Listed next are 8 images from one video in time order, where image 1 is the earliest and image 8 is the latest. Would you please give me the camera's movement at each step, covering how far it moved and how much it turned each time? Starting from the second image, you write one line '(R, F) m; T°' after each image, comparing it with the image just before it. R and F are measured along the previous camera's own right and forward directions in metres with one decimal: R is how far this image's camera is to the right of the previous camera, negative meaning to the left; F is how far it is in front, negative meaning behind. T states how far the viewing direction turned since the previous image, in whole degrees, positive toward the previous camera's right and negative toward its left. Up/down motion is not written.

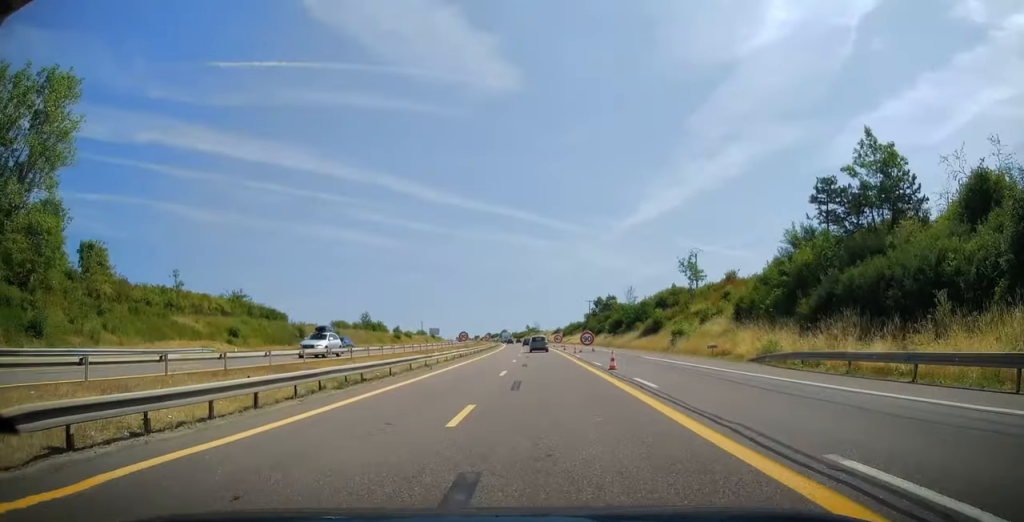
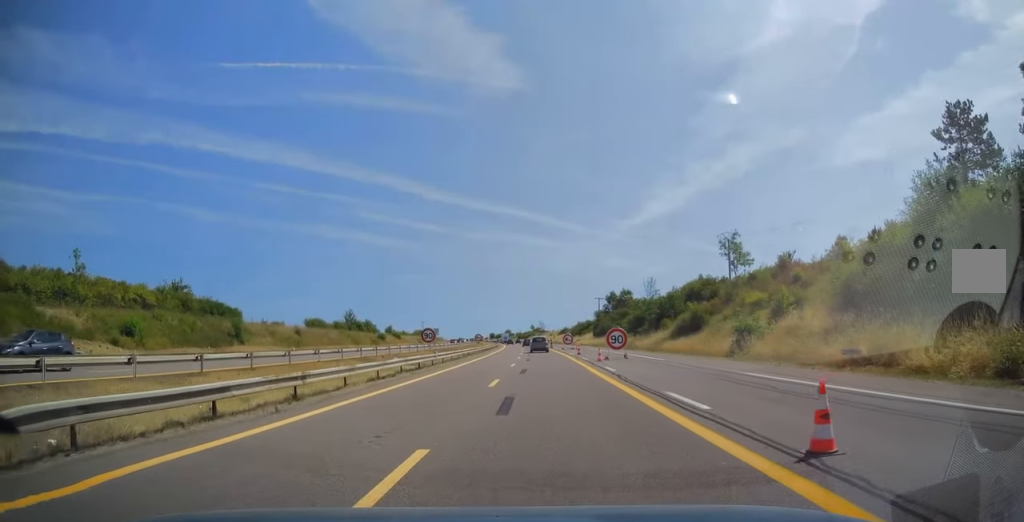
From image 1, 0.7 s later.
(-0.1, +17.9) m; -1°
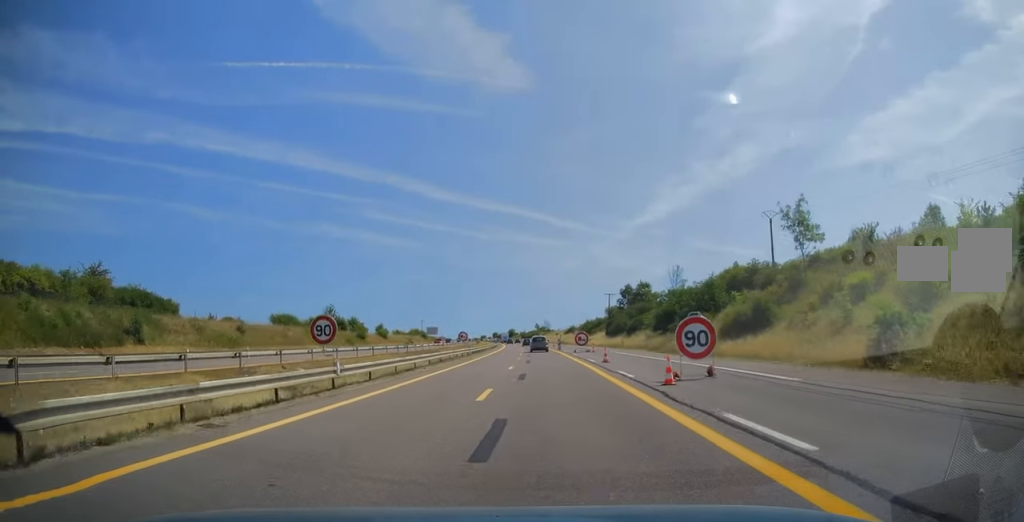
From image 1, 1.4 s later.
(-0.2, +17.2) m; -1°
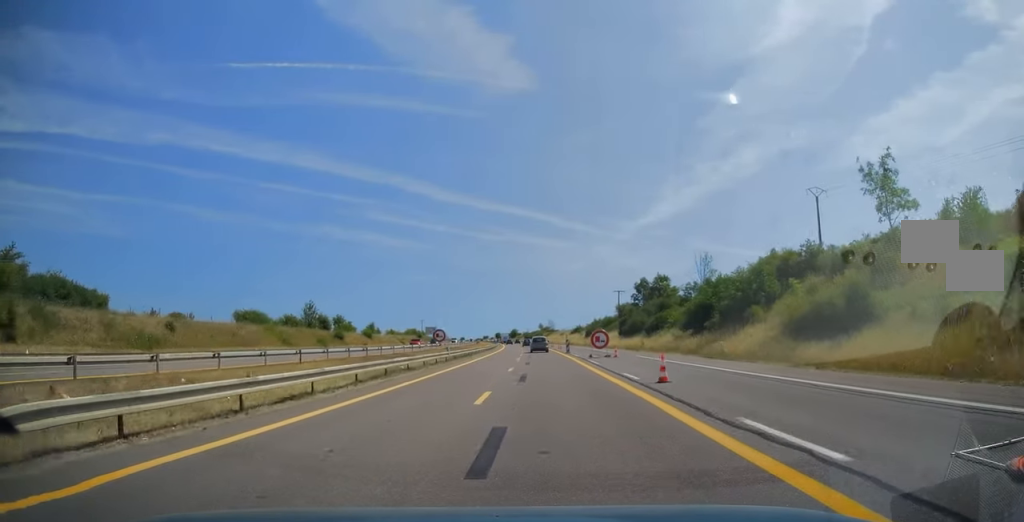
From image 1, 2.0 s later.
(0.0, +13.8) m; -1°
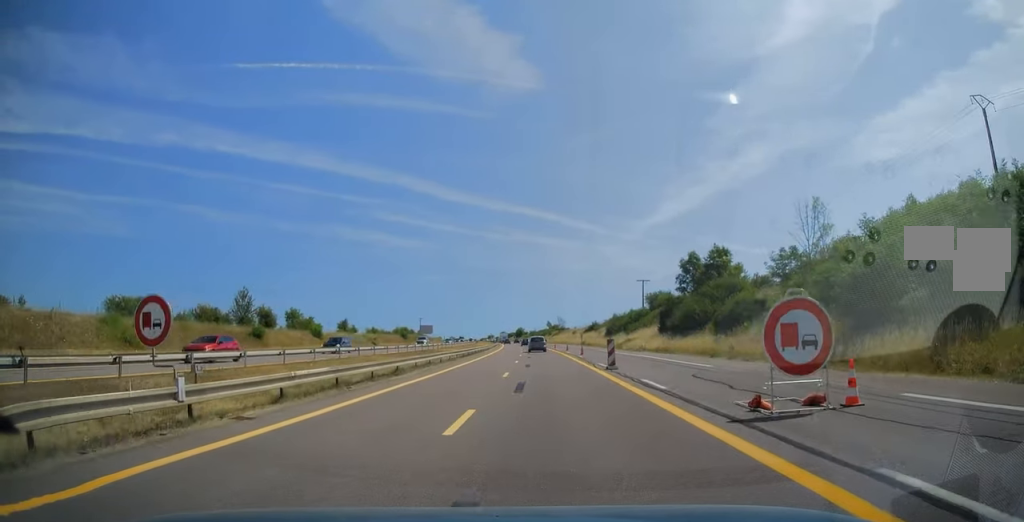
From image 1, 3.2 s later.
(-0.4, +30.1) m; -1°
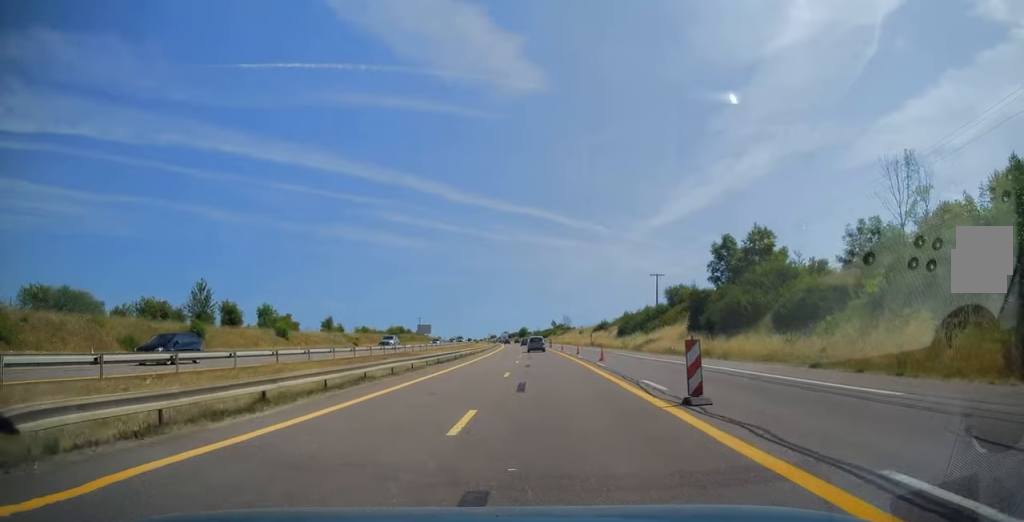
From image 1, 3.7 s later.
(-0.1, +13.0) m; 0°
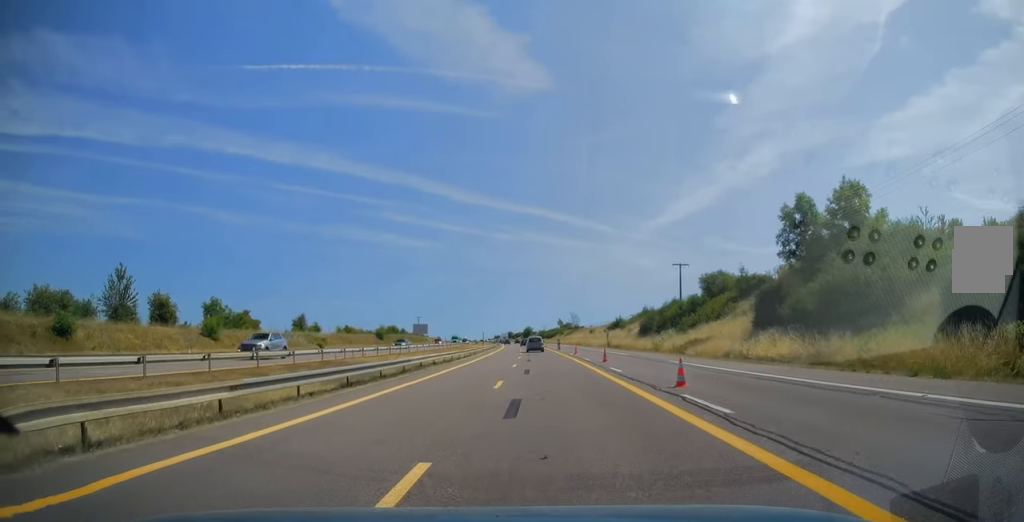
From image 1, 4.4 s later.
(0.0, +18.0) m; 0°
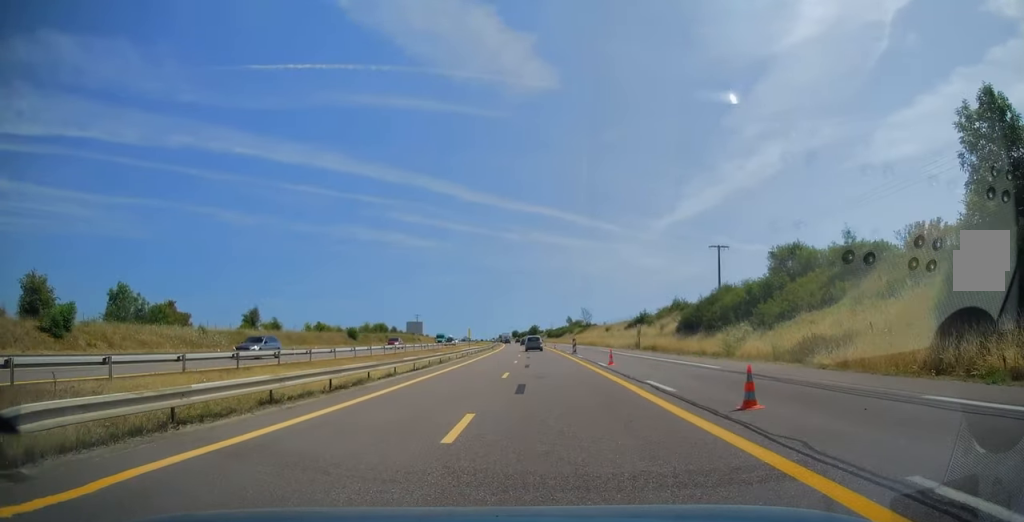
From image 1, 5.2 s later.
(0.0, +21.8) m; -1°
